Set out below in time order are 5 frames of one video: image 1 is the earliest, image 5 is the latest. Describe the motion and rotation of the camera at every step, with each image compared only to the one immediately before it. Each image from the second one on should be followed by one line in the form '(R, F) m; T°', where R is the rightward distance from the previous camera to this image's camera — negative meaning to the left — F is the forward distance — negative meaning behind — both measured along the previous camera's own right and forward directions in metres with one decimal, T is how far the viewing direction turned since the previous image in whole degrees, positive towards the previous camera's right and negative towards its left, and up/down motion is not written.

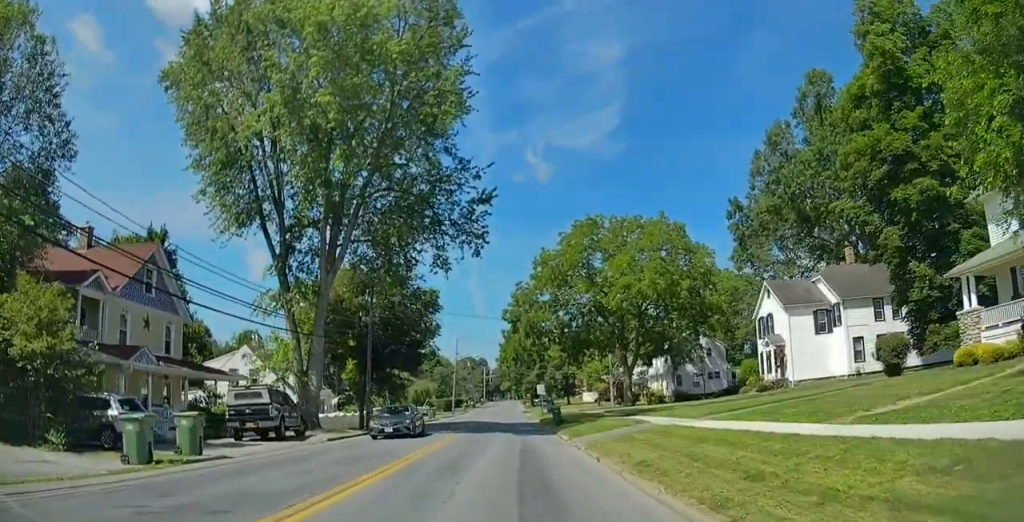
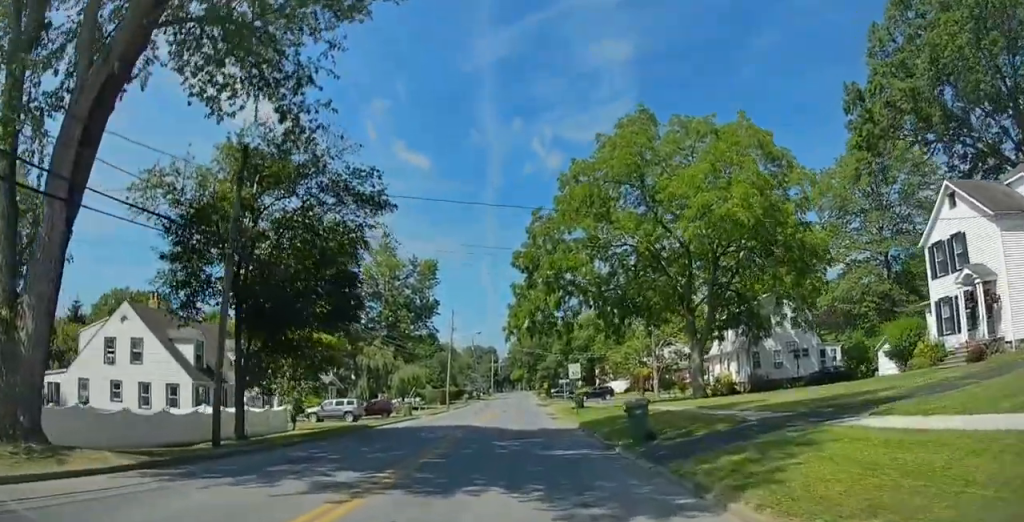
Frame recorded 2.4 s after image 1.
(0.0, +21.5) m; 0°
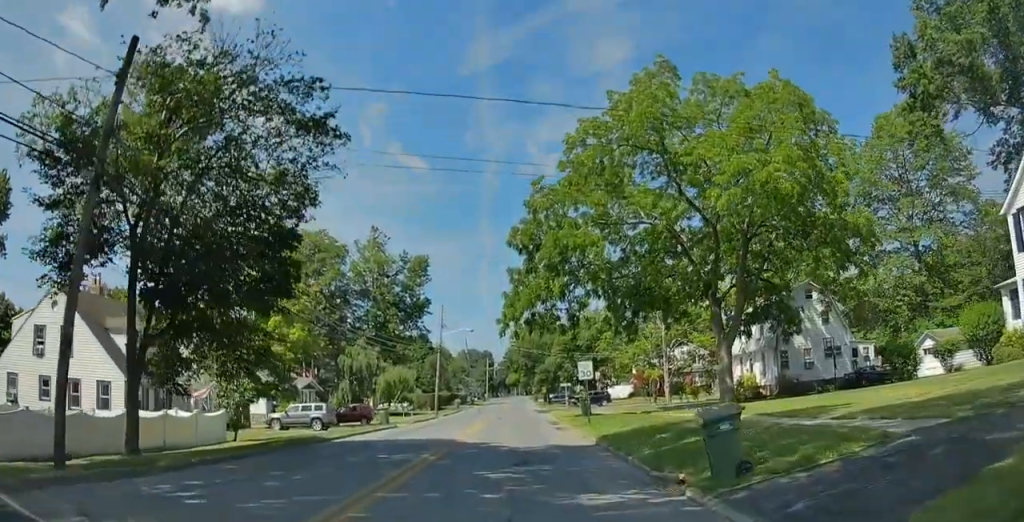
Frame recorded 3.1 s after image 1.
(+0.2, +6.7) m; 0°
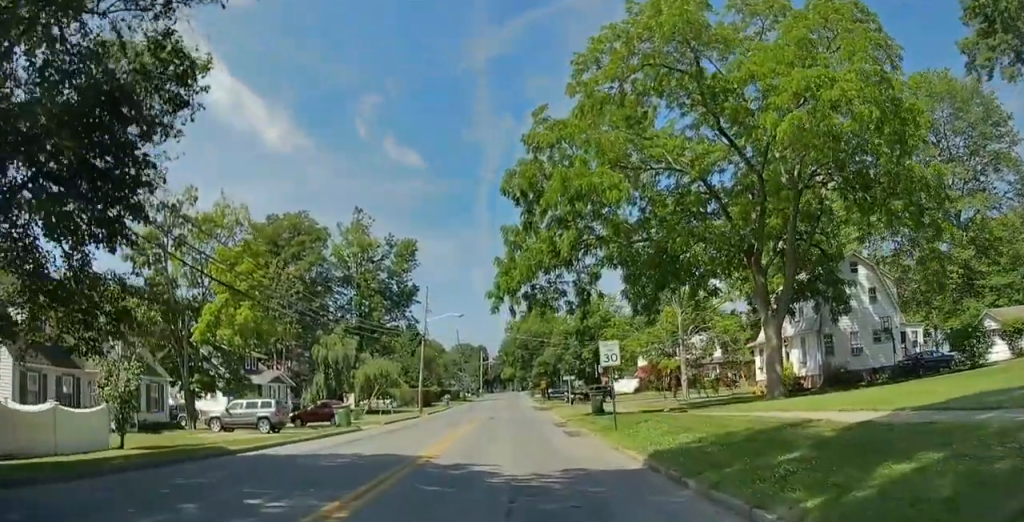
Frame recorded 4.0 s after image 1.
(-0.4, +8.0) m; -2°
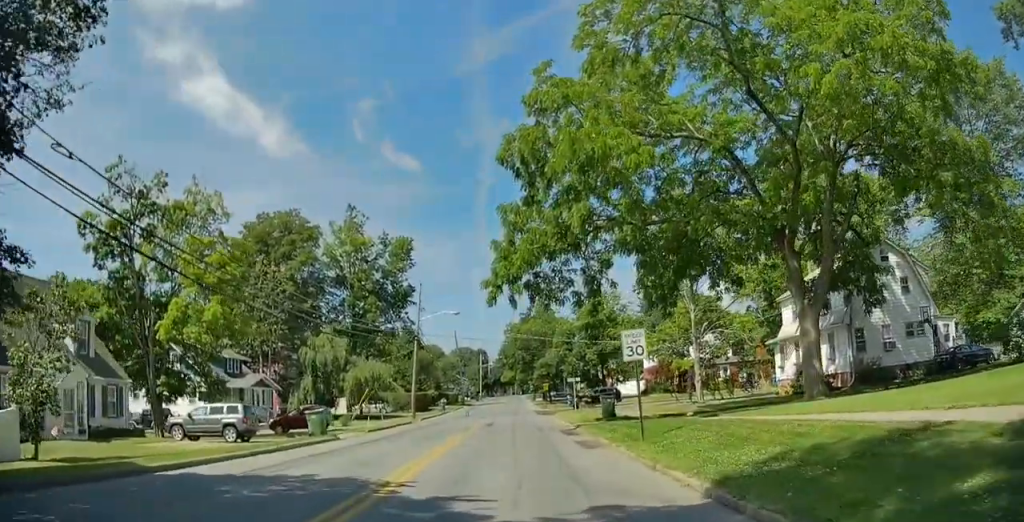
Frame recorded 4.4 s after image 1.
(+0.1, +4.3) m; +1°
